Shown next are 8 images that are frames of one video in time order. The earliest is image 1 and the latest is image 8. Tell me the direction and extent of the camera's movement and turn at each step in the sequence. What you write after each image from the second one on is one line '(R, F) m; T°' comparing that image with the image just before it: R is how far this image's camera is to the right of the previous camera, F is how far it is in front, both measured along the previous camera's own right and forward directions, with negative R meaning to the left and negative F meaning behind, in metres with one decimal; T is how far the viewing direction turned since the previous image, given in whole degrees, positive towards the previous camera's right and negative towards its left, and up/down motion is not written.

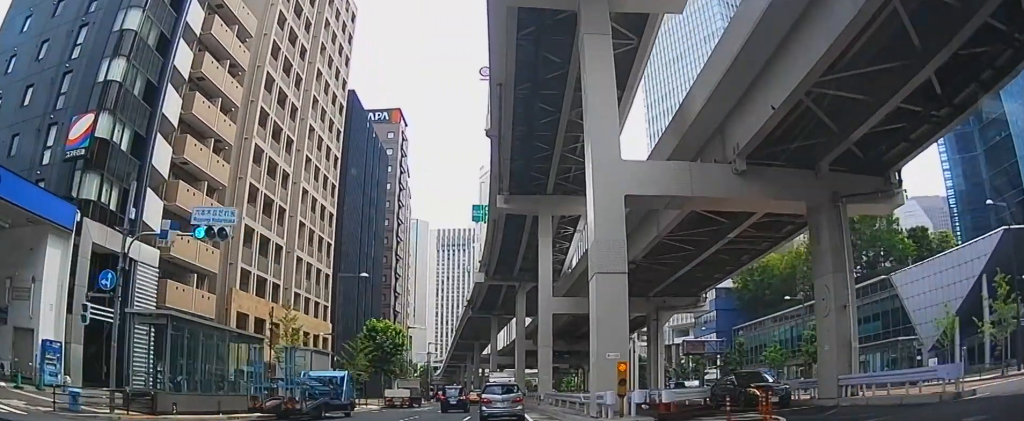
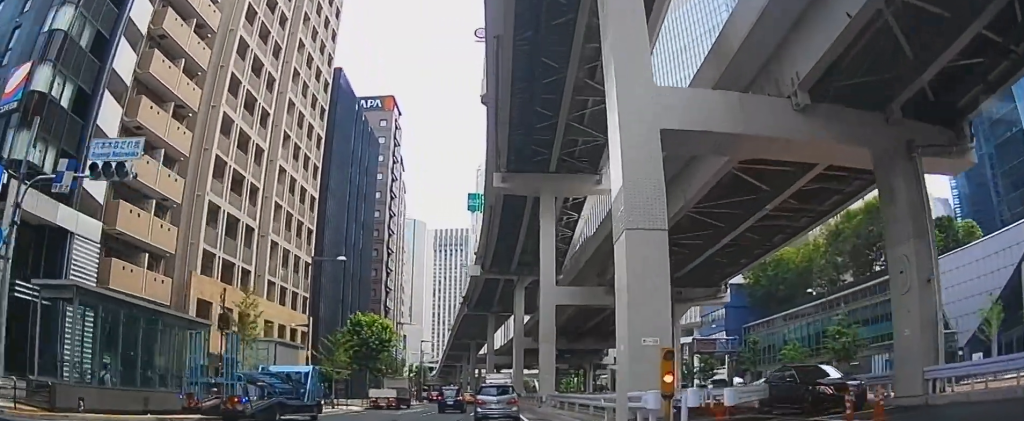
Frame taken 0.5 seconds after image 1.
(+0.1, +5.2) m; +1°
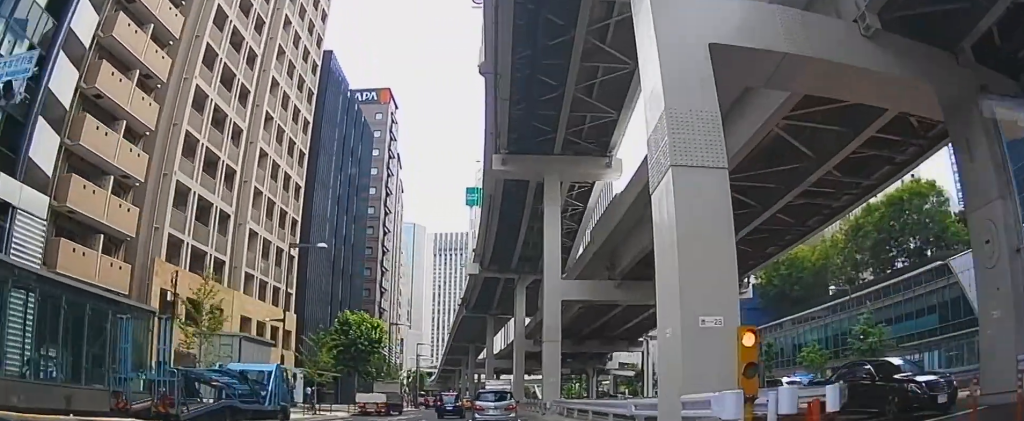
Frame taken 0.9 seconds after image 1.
(0.0, +4.2) m; +1°
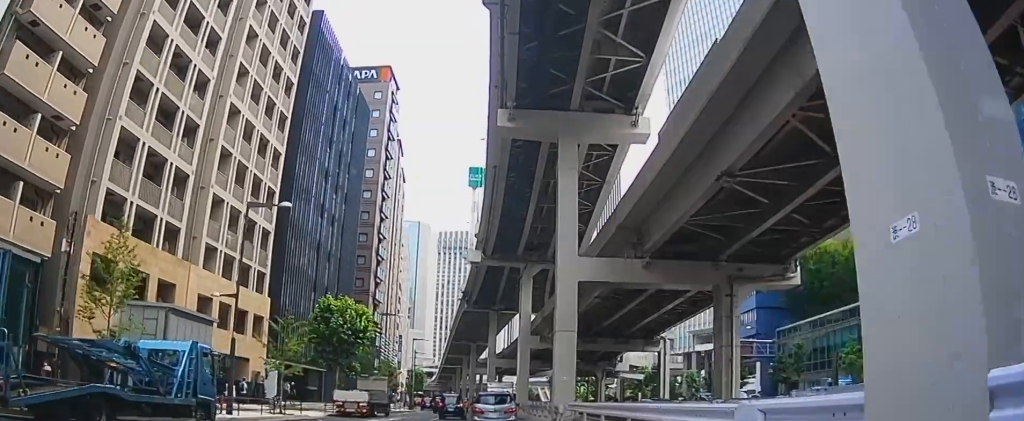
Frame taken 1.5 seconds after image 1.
(0.0, +6.3) m; +2°
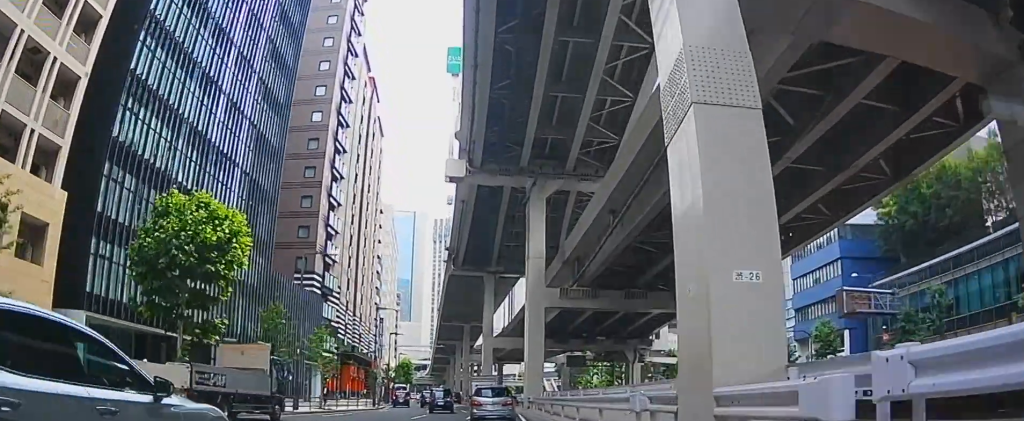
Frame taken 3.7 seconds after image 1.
(+0.6, +22.6) m; -2°
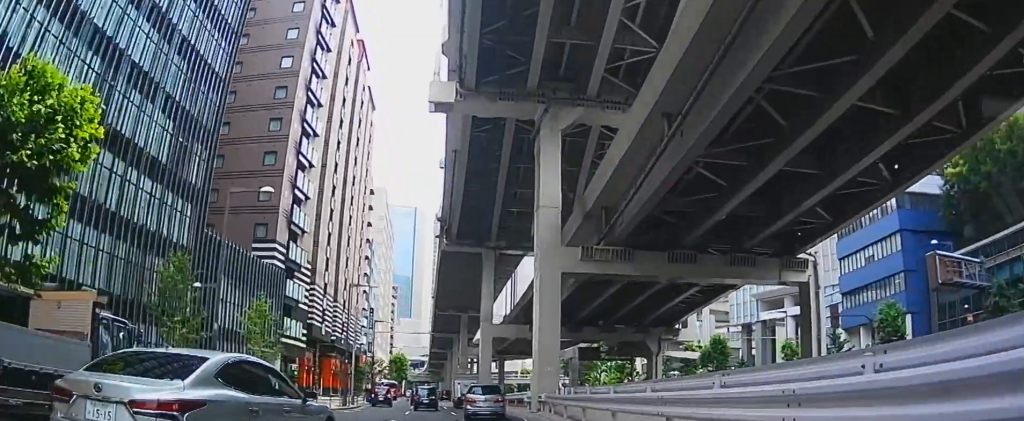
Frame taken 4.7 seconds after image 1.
(-0.4, +10.9) m; +1°
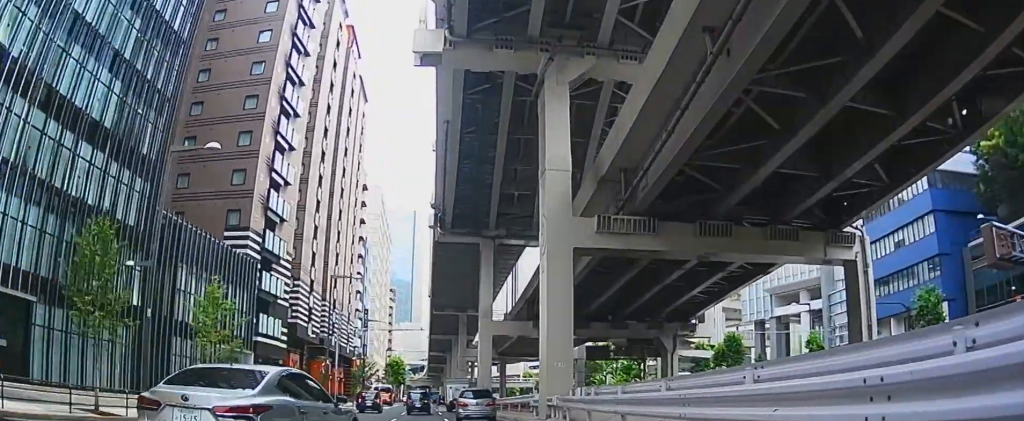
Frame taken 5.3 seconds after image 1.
(+0.2, +5.5) m; +1°
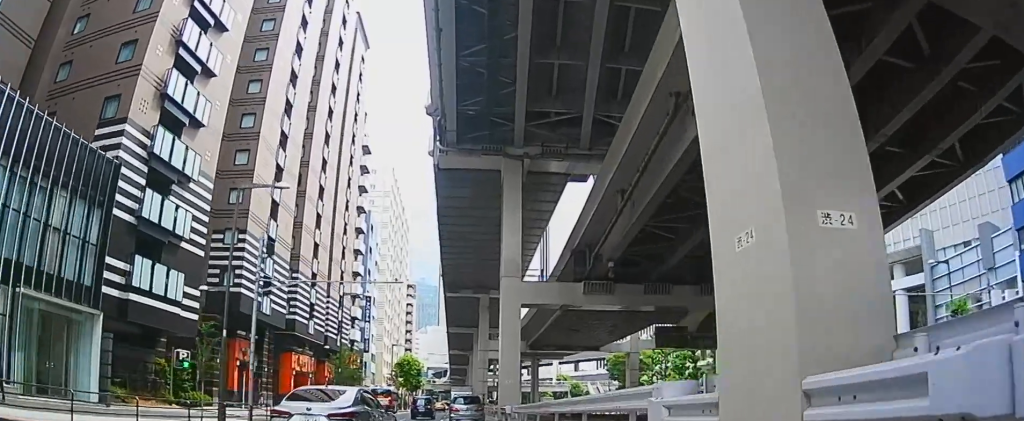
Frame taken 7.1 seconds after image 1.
(+0.1, +20.8) m; +1°
